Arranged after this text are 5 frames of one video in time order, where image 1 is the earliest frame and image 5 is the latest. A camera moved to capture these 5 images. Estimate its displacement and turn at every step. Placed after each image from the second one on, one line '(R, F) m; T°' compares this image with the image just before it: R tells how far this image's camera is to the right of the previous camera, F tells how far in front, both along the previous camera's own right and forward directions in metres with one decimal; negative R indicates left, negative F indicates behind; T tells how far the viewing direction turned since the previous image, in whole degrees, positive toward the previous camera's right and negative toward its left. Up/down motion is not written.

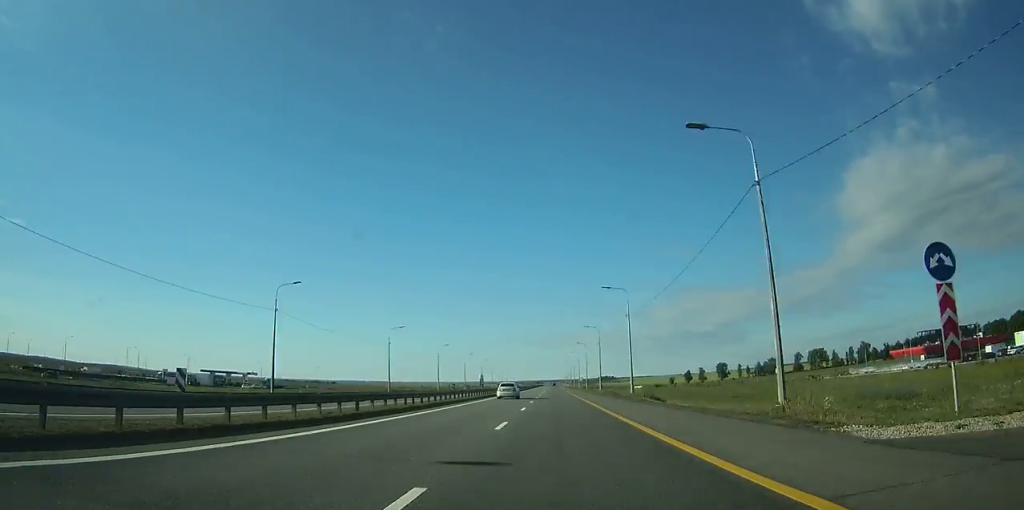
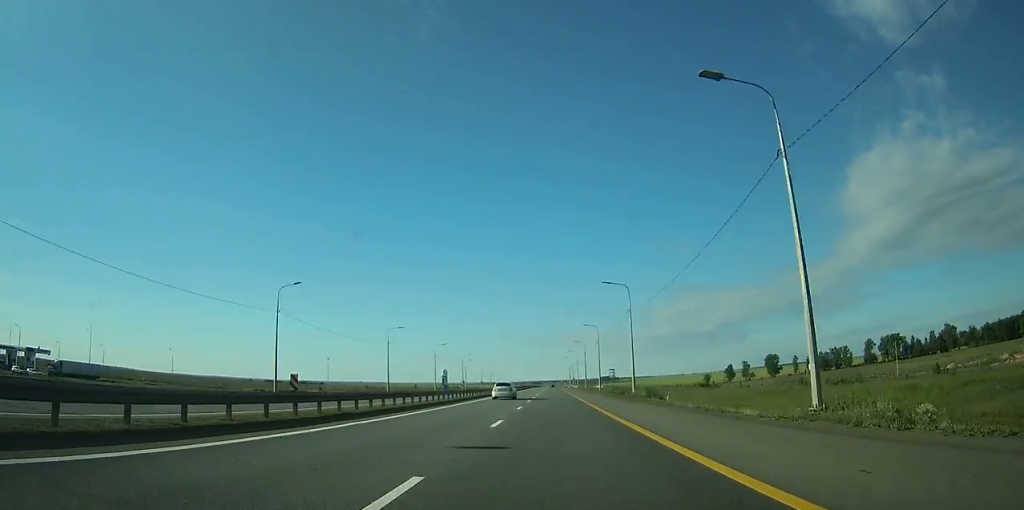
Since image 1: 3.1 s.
(-0.2, +111.9) m; 0°
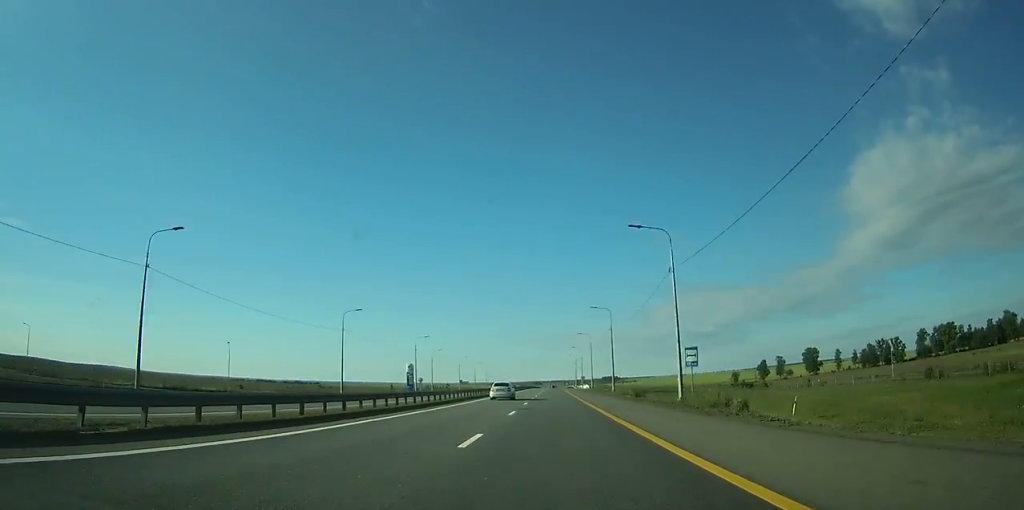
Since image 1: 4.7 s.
(0.0, +56.2) m; 0°
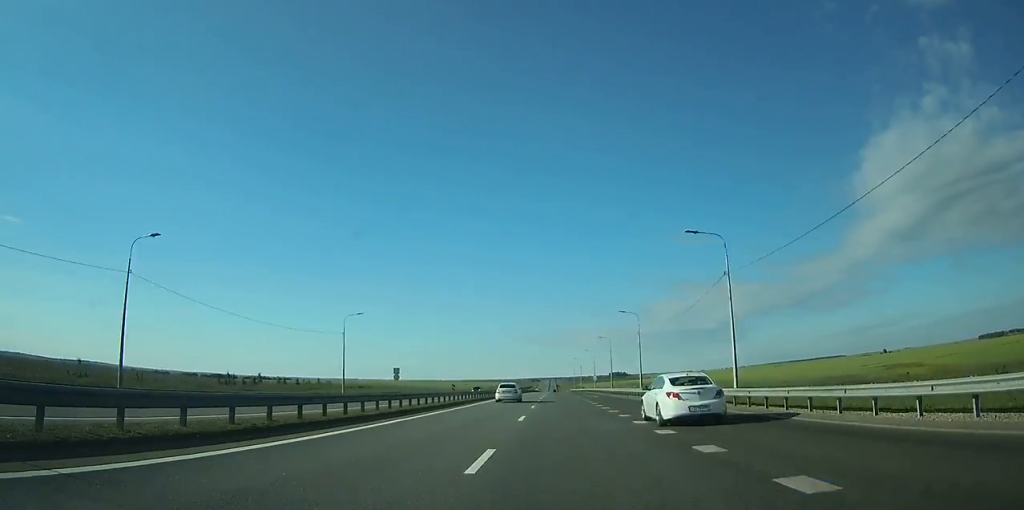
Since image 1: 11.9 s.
(+0.5, +249.4) m; 0°
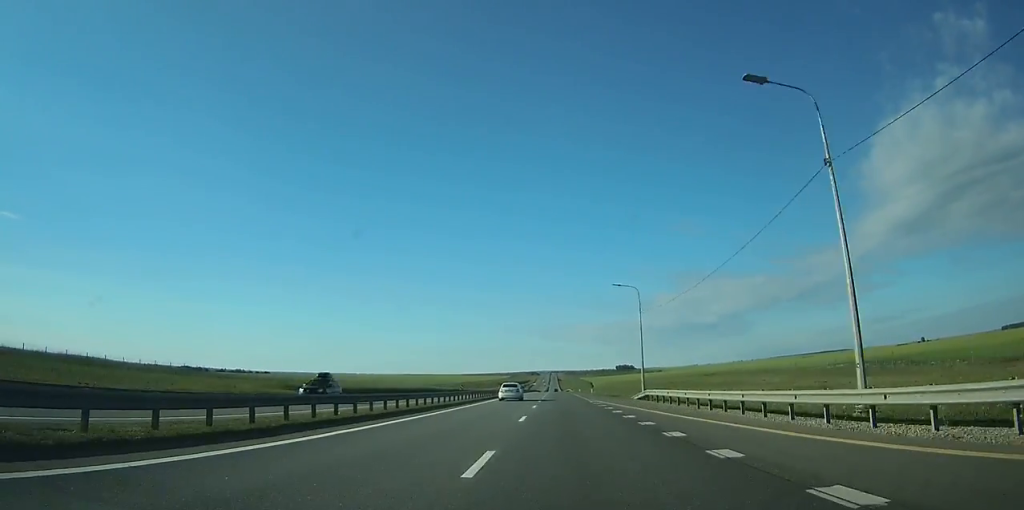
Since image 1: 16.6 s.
(-0.3, +149.2) m; 0°
